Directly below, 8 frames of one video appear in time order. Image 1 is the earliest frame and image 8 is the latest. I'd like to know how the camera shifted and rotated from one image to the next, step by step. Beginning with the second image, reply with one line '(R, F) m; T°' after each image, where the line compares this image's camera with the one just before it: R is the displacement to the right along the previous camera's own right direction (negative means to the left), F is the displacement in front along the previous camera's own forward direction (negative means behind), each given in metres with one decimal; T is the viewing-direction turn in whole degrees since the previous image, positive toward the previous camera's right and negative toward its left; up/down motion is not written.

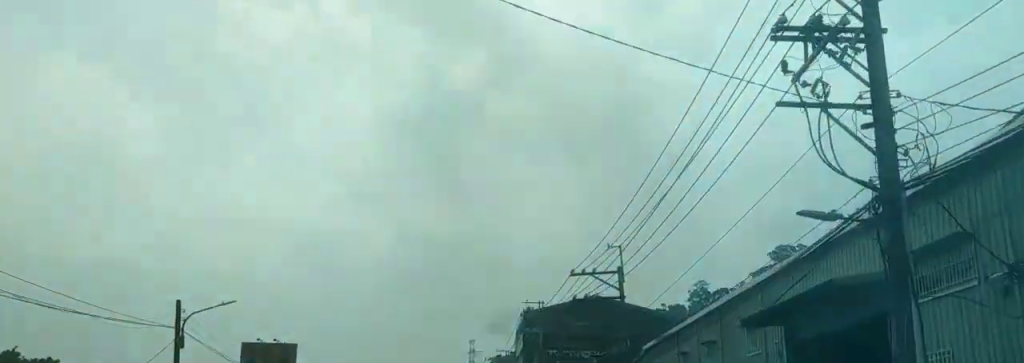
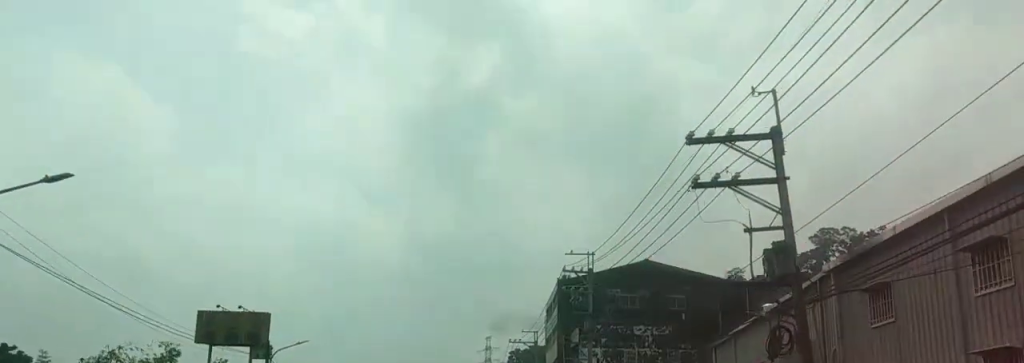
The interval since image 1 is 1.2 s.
(-0.2, +16.1) m; -2°
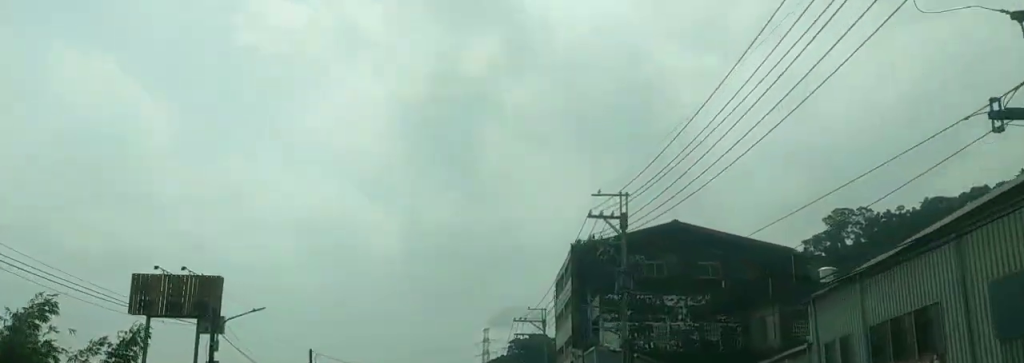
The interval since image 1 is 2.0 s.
(-0.1, +10.3) m; 0°
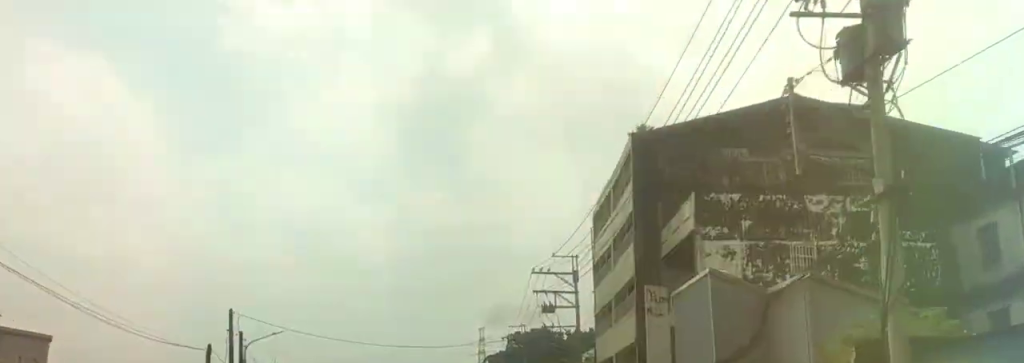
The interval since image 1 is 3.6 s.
(+0.5, +21.4) m; +3°
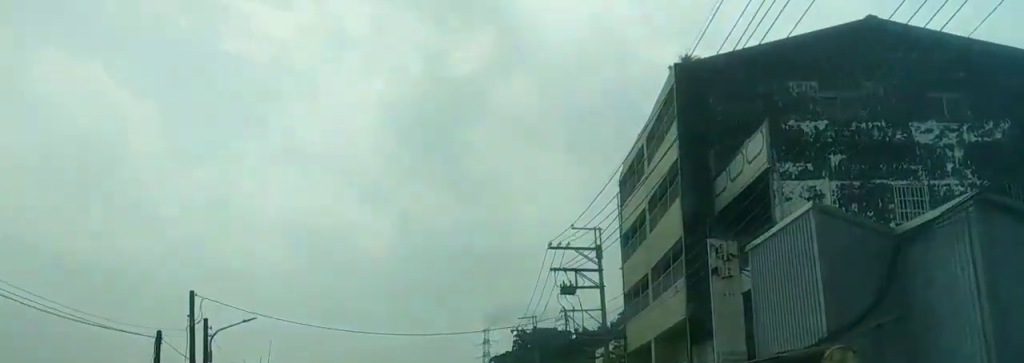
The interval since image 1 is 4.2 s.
(0.0, +6.8) m; -1°
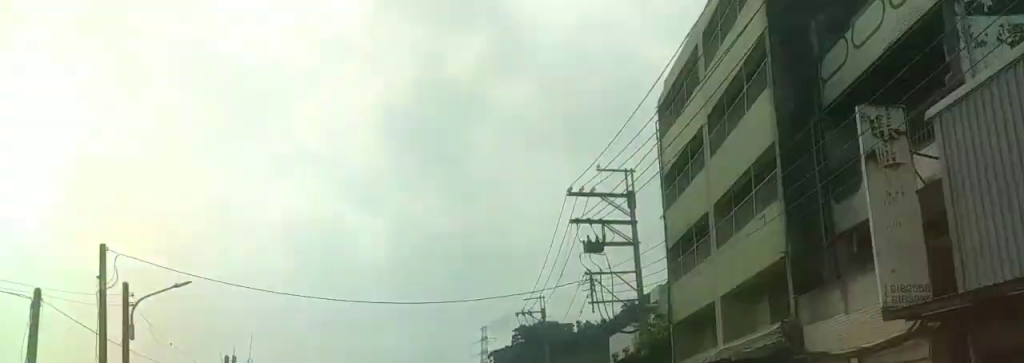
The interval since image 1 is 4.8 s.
(+0.1, +7.6) m; -1°
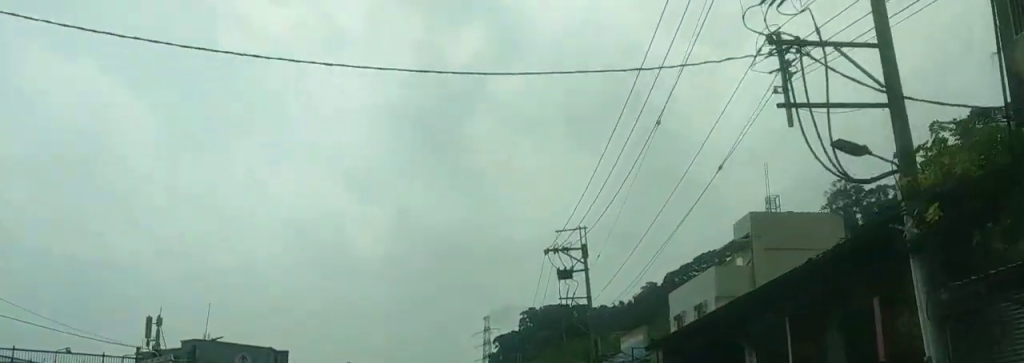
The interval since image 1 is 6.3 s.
(-0.6, +16.9) m; -2°
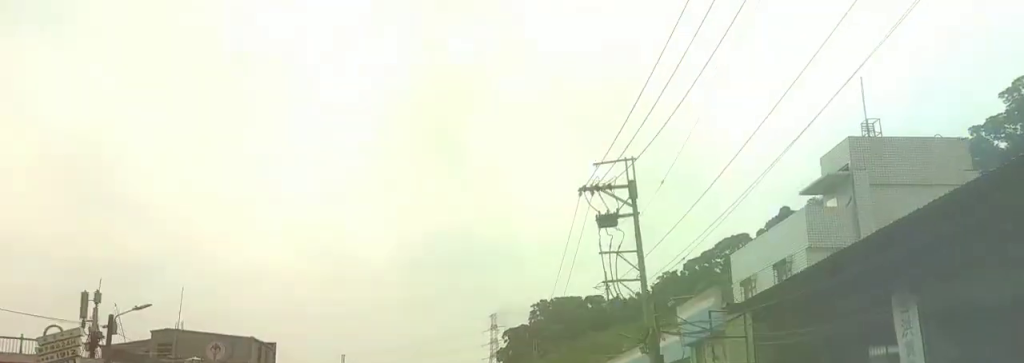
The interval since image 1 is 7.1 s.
(0.0, +10.2) m; 0°
